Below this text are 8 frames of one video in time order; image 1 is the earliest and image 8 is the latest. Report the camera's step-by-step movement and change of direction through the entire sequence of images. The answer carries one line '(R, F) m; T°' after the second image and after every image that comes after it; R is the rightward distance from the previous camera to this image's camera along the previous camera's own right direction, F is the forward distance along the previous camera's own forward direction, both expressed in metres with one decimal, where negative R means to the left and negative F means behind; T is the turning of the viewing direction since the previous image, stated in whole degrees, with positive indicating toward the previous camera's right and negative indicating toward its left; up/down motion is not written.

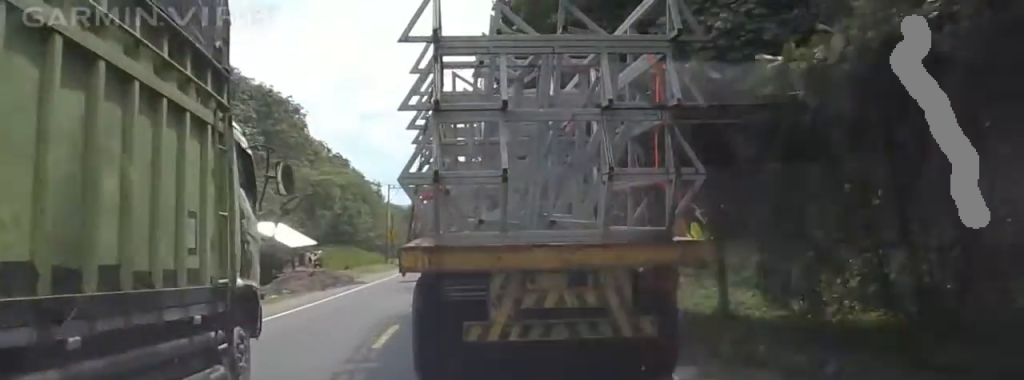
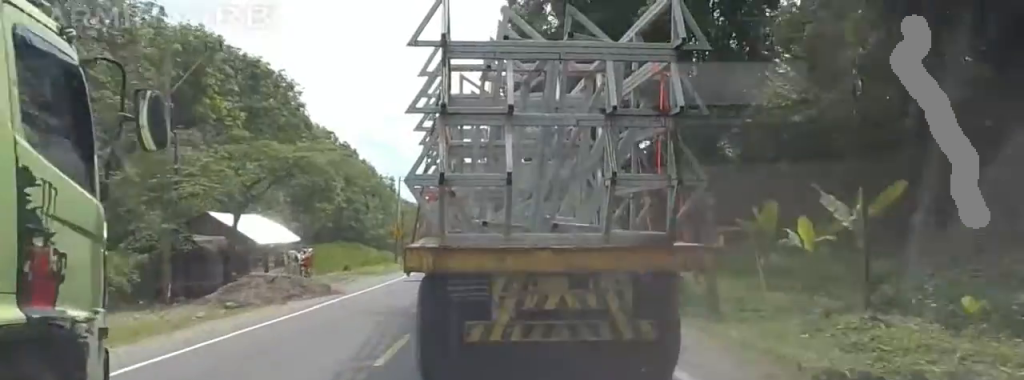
(0.0, +12.6) m; 0°
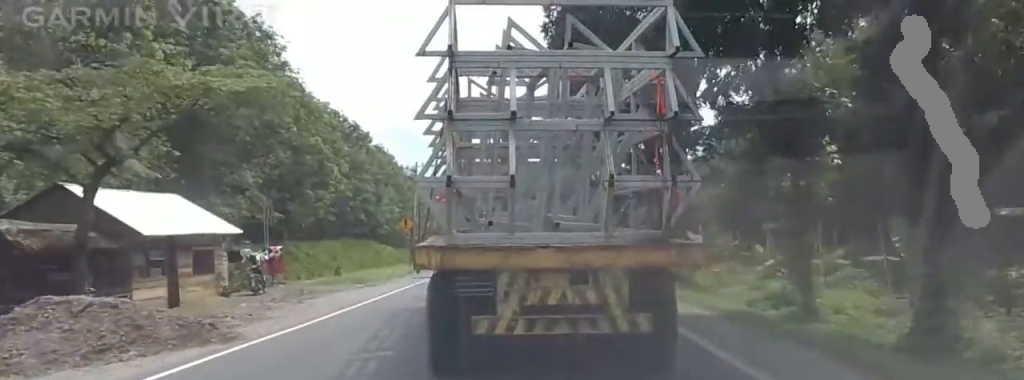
(0.0, +17.9) m; 0°
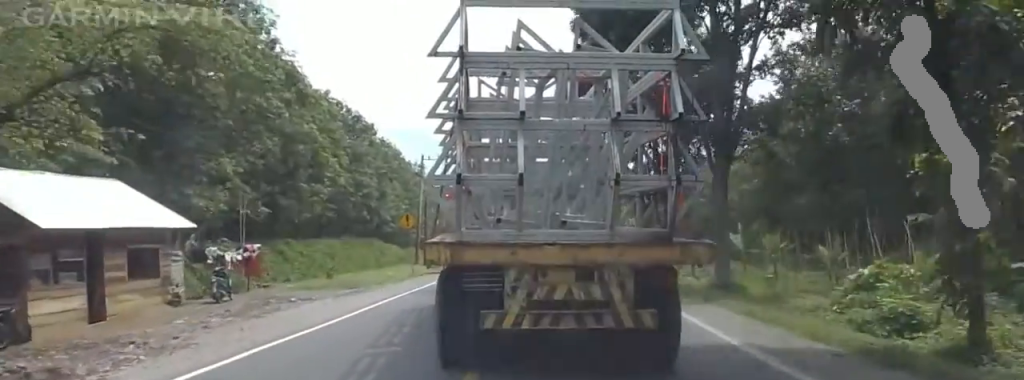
(0.0, +6.4) m; 0°
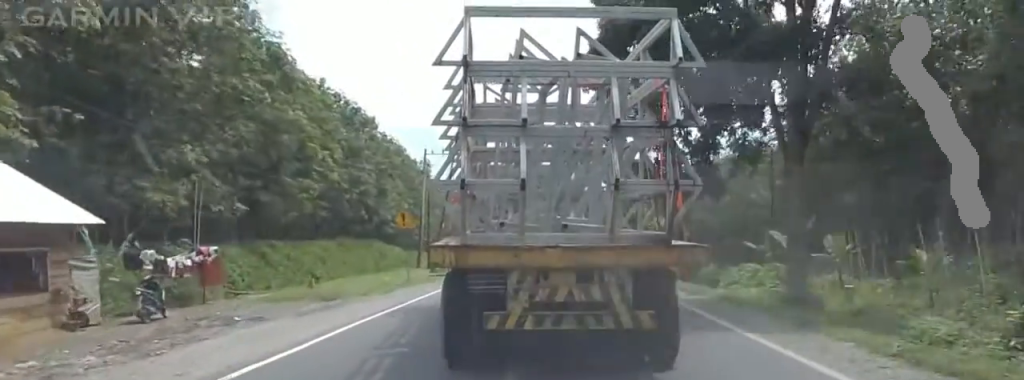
(0.0, +7.0) m; 0°
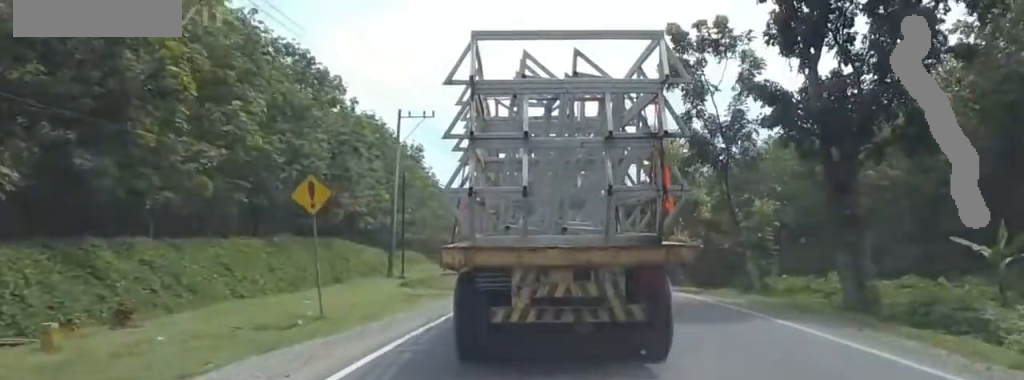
(0.0, +22.7) m; 0°
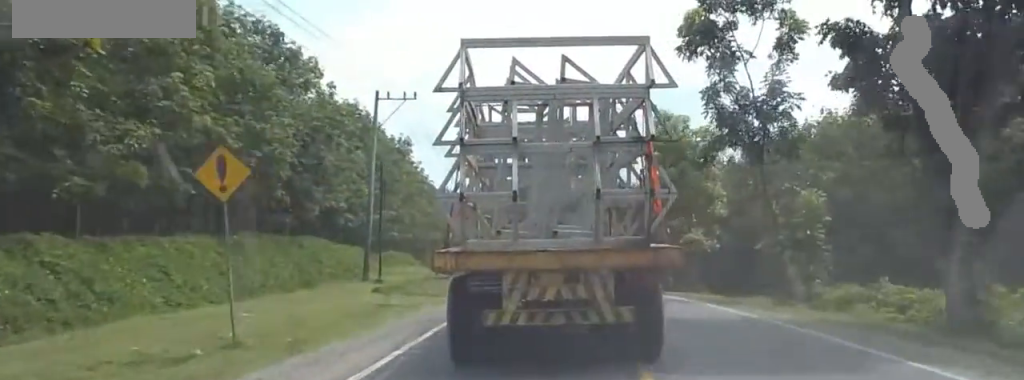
(0.0, +6.4) m; 0°
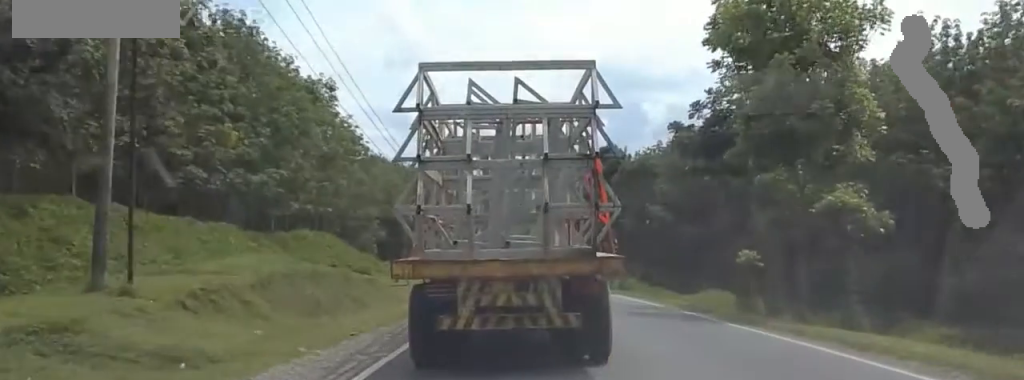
(0.0, +27.1) m; 0°
